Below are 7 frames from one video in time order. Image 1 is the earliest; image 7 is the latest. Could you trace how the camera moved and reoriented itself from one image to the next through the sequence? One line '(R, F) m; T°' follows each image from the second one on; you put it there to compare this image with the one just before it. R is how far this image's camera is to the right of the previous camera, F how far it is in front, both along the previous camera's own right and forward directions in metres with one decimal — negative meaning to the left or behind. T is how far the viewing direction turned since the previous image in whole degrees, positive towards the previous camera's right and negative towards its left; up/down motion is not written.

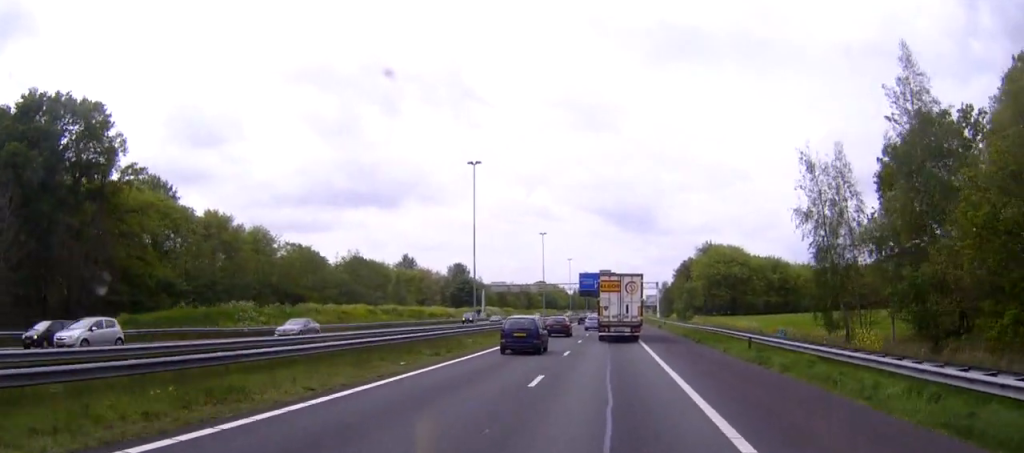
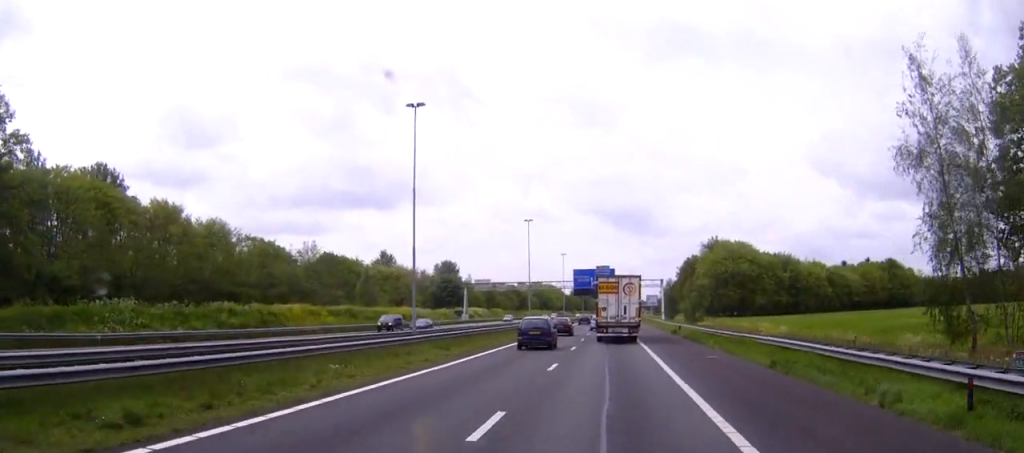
(0.0, +19.8) m; 0°
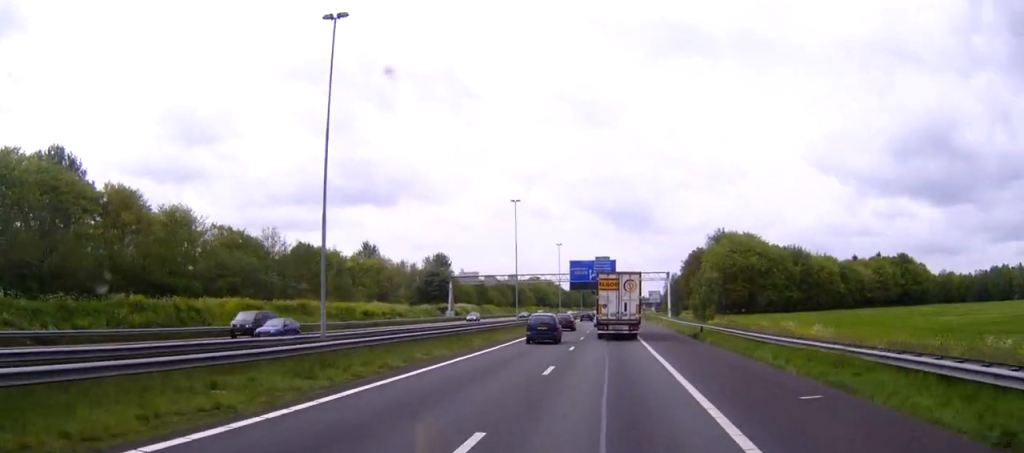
(0.0, +14.9) m; 0°
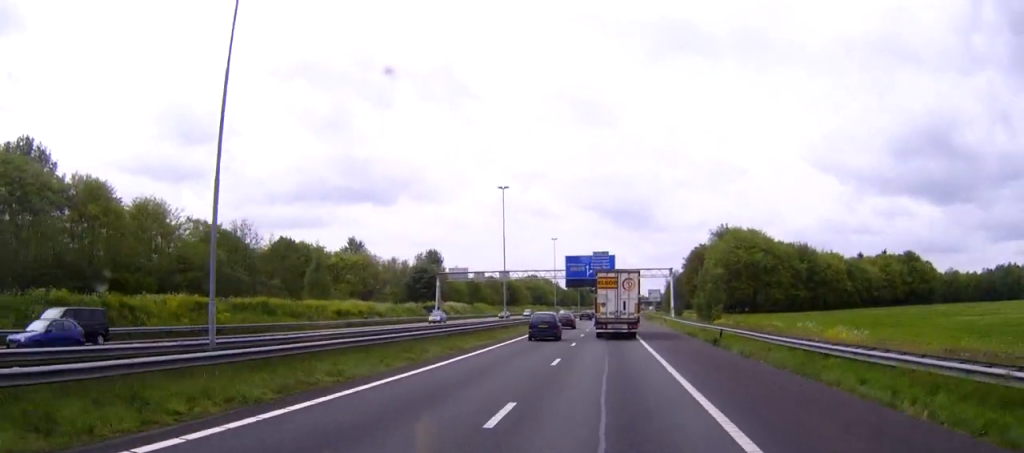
(0.0, +9.2) m; 0°
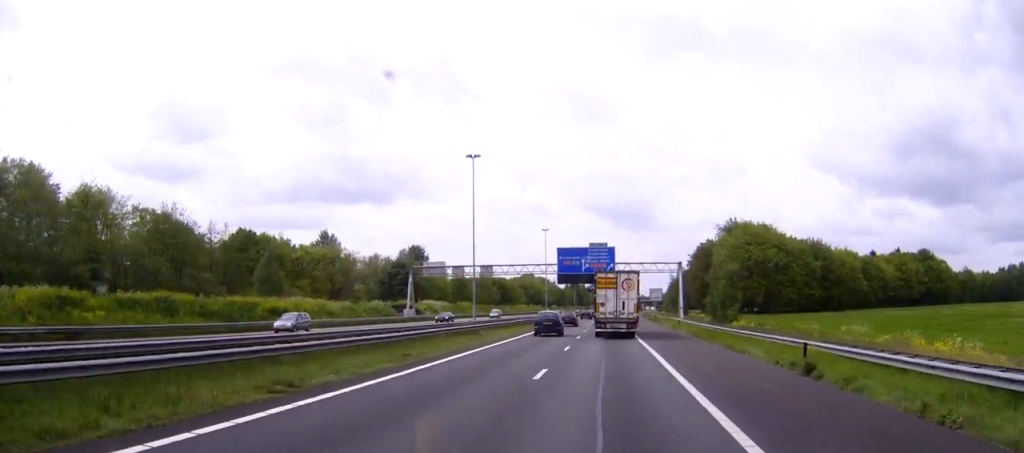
(0.0, +17.7) m; 0°
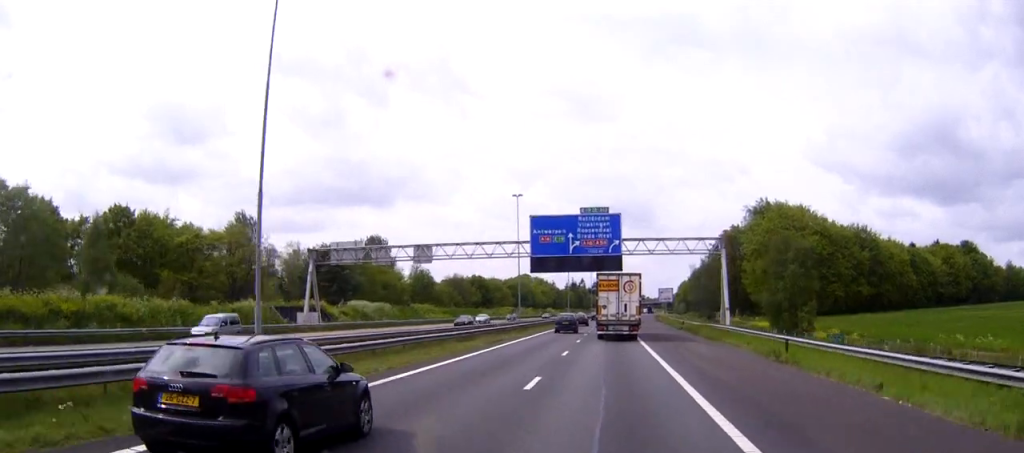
(0.0, +39.6) m; 0°
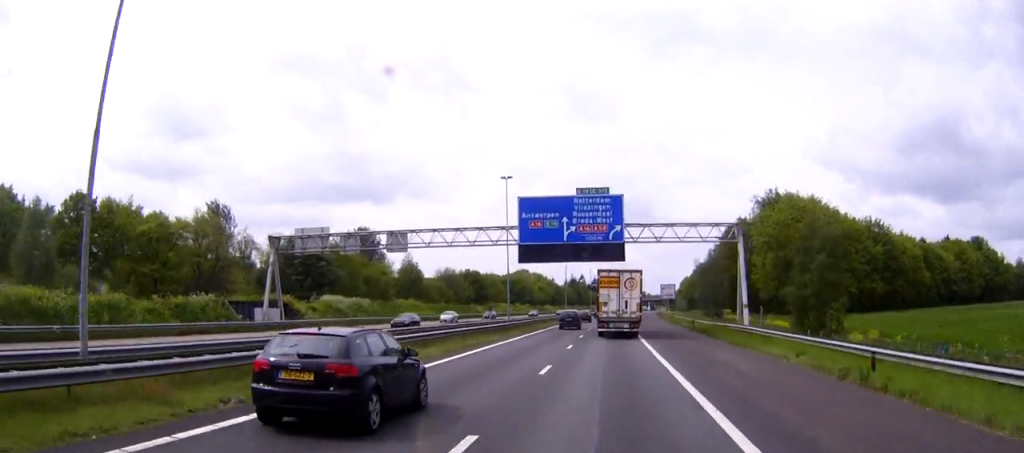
(0.0, +9.2) m; 0°
